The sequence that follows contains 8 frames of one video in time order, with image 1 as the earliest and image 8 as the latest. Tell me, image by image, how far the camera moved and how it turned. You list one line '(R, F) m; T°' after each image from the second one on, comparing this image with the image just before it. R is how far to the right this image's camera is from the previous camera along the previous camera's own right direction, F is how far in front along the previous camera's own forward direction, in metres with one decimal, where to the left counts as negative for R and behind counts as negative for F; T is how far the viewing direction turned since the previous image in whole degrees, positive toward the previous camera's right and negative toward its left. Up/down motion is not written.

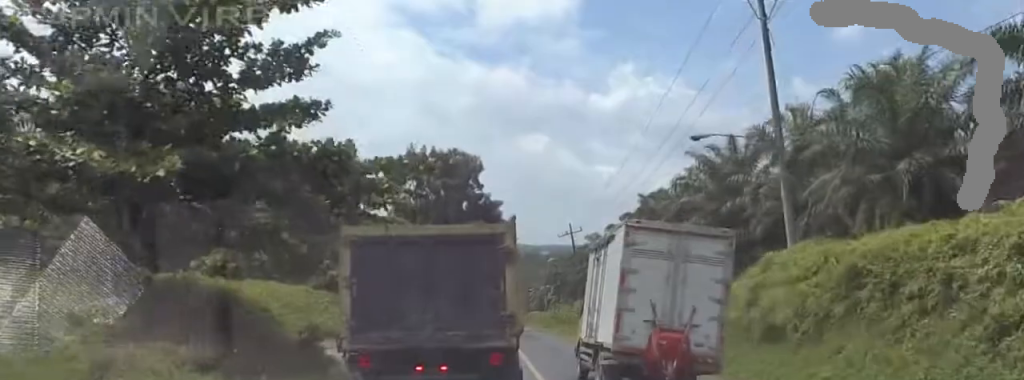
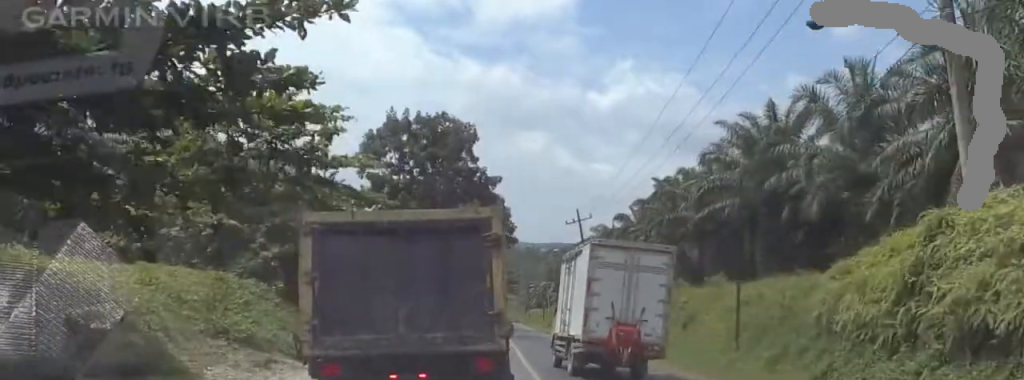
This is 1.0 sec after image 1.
(-0.4, +10.5) m; -2°
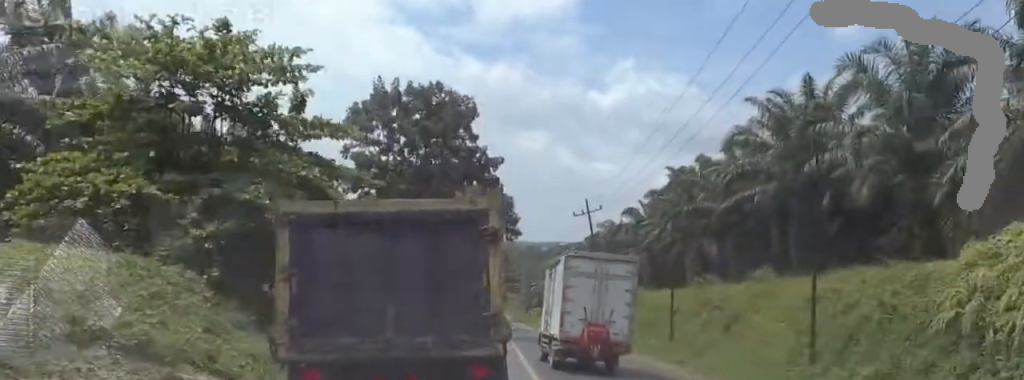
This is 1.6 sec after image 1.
(+0.3, +6.7) m; 0°
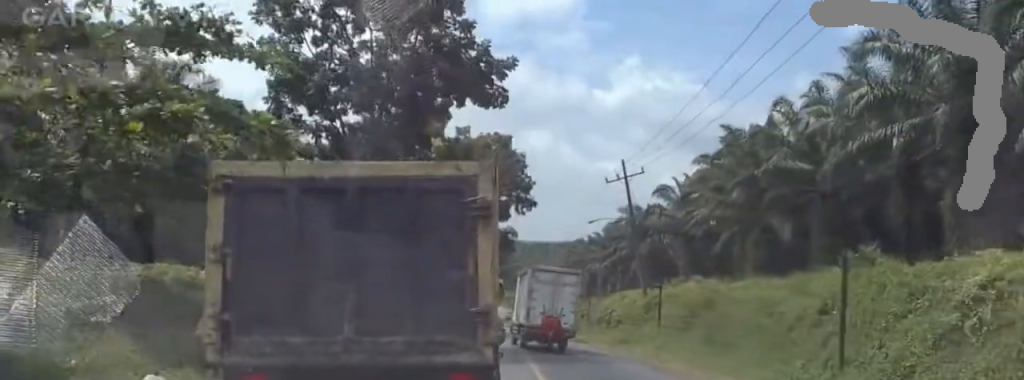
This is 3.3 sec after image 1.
(-1.2, +18.7) m; +1°
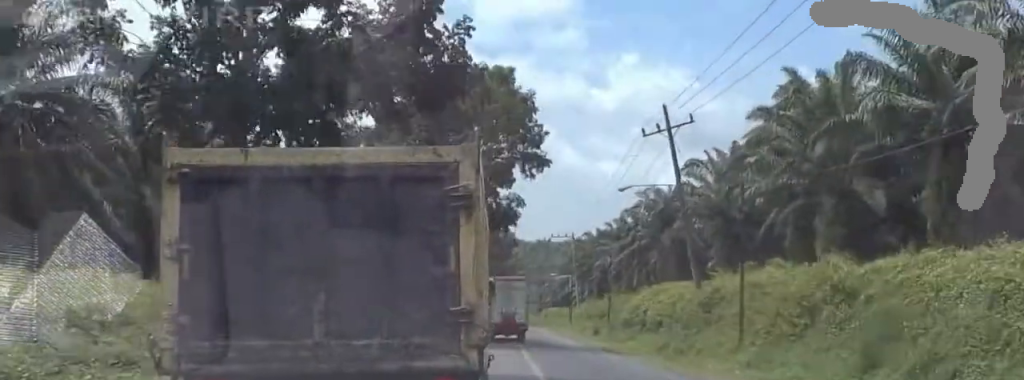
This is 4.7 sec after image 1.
(+1.1, +15.3) m; -1°
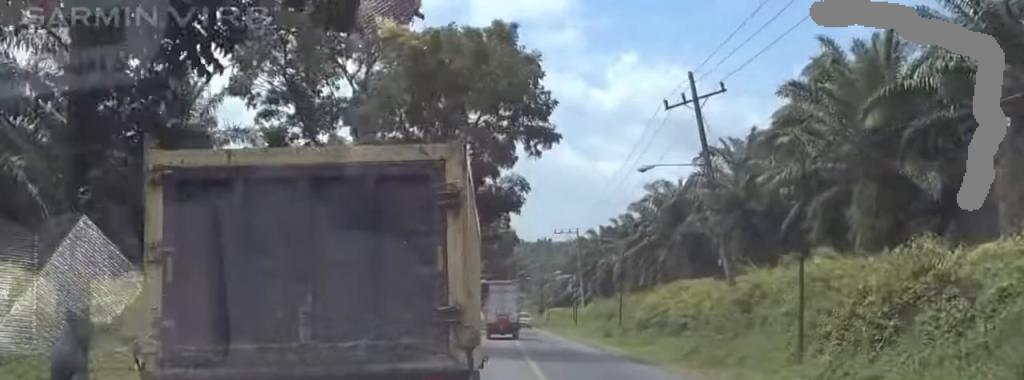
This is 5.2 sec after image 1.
(-1.0, +6.2) m; -1°
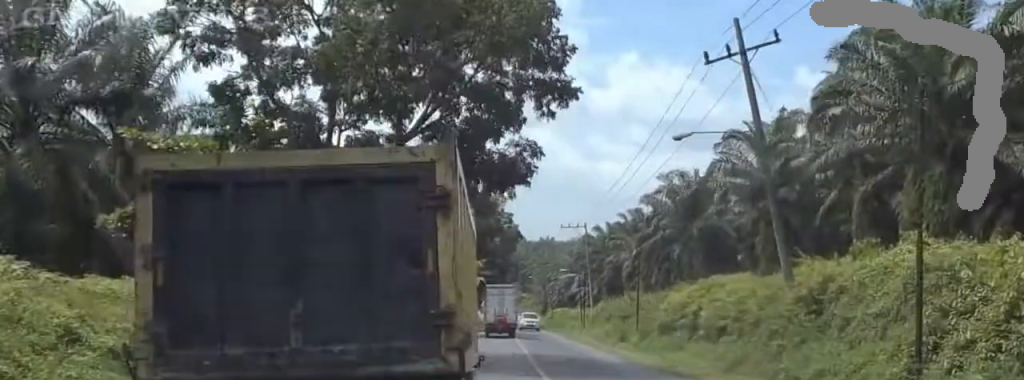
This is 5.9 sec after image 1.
(+0.1, +7.0) m; +1°
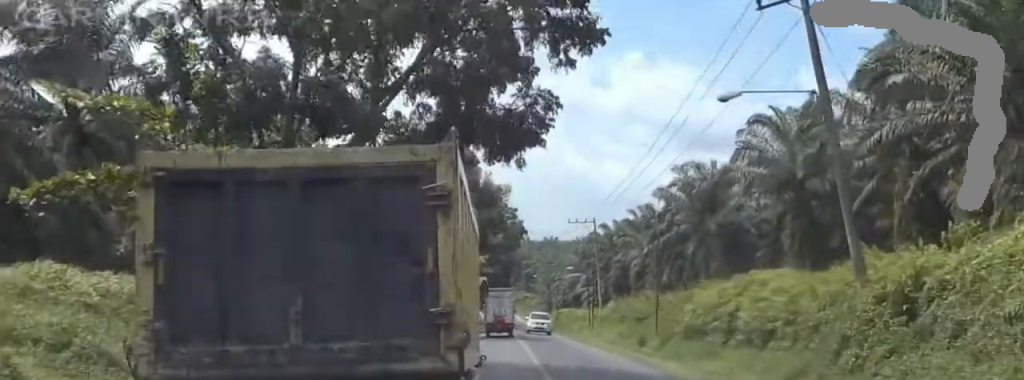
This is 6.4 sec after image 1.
(+0.8, +5.6) m; +2°
